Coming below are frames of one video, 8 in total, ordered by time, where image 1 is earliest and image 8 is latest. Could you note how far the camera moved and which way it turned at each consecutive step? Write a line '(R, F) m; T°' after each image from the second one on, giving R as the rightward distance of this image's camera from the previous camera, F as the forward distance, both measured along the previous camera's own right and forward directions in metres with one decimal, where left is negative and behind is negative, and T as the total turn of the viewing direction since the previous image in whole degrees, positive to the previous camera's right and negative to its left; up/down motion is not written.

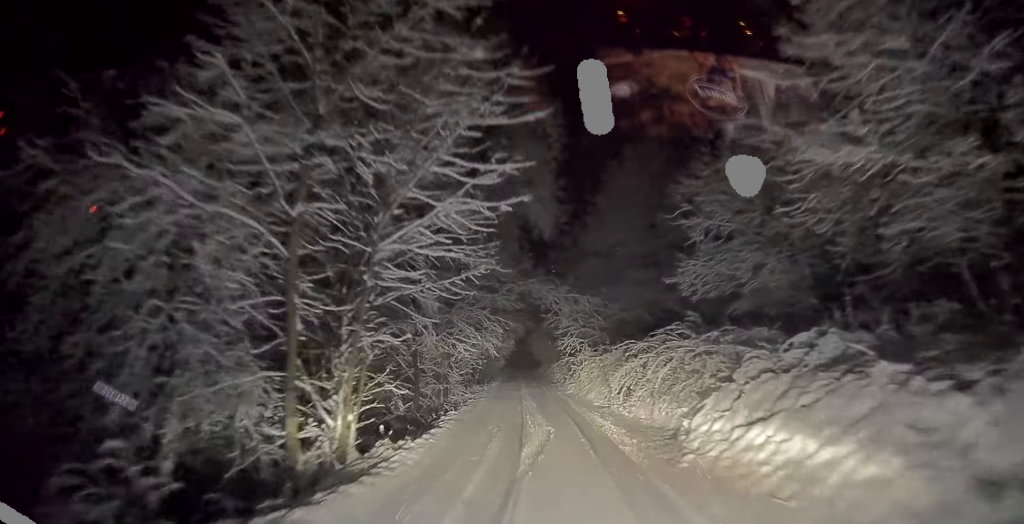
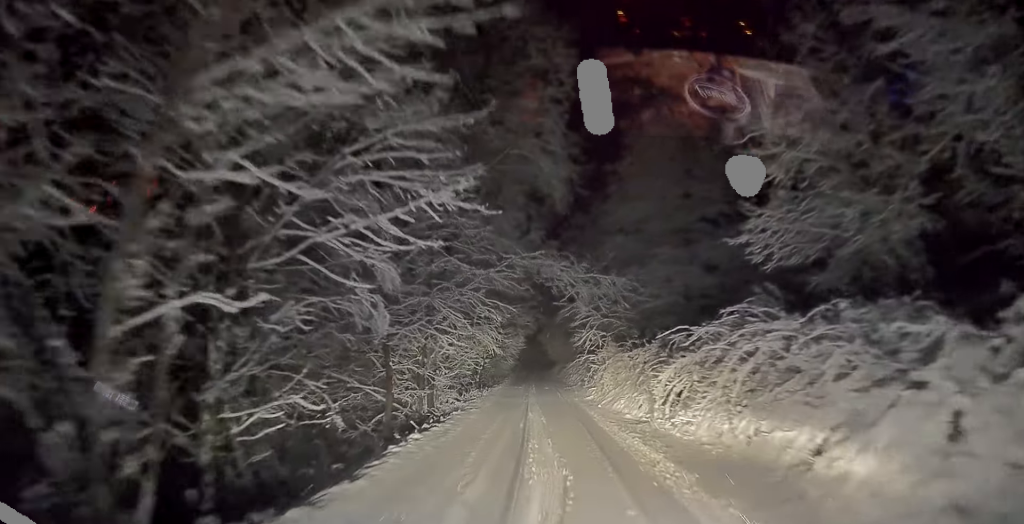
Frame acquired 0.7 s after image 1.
(0.0, +5.4) m; 0°
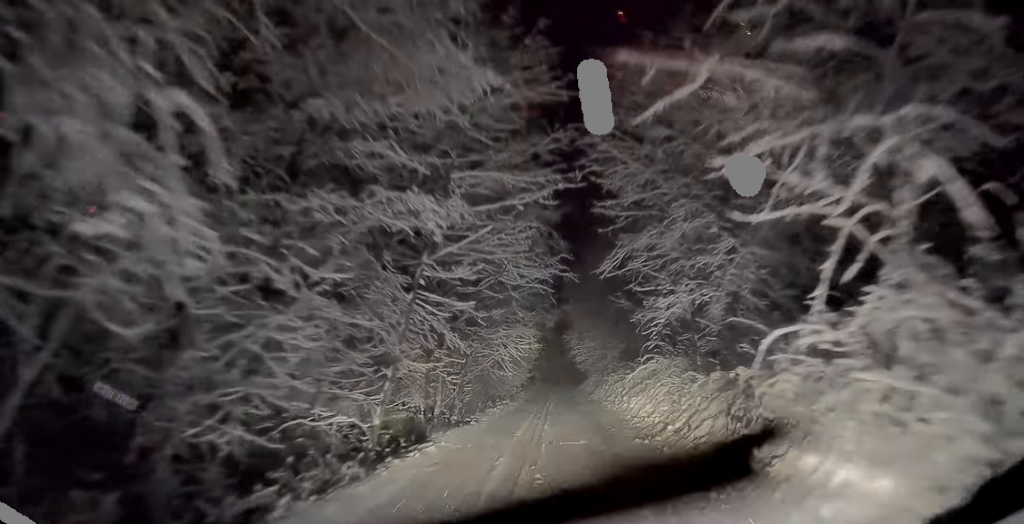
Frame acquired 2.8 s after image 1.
(+0.1, +18.1) m; +2°
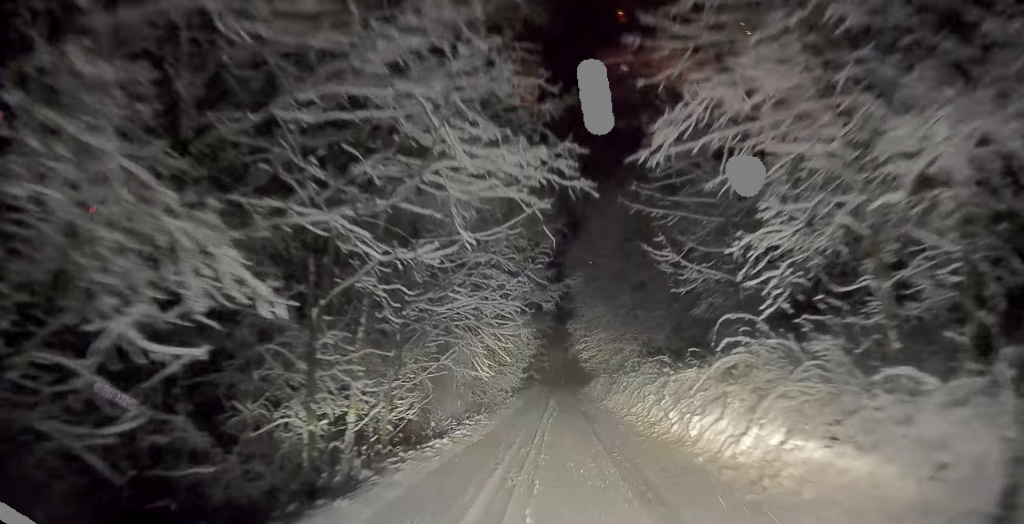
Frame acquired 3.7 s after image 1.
(+0.2, +7.7) m; 0°
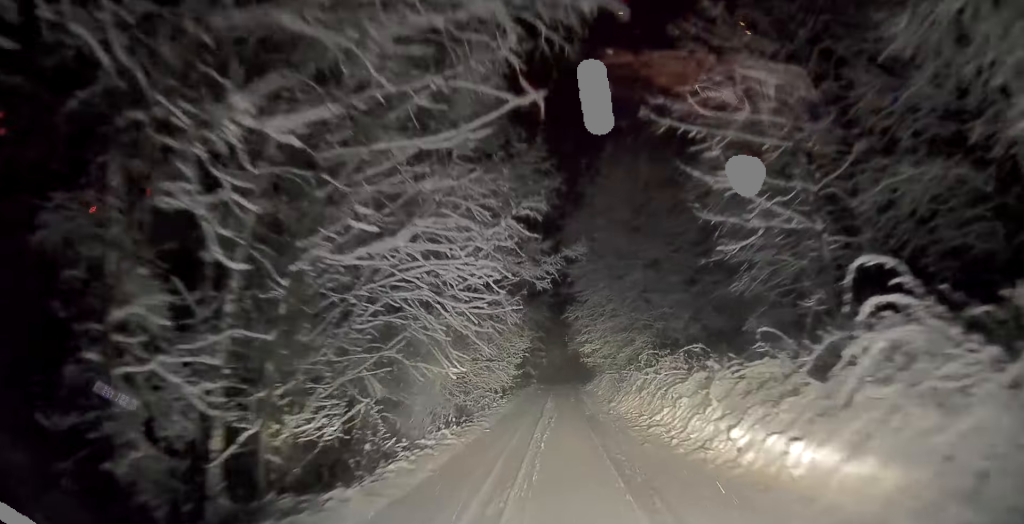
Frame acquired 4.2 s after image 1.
(0.0, +4.3) m; -2°
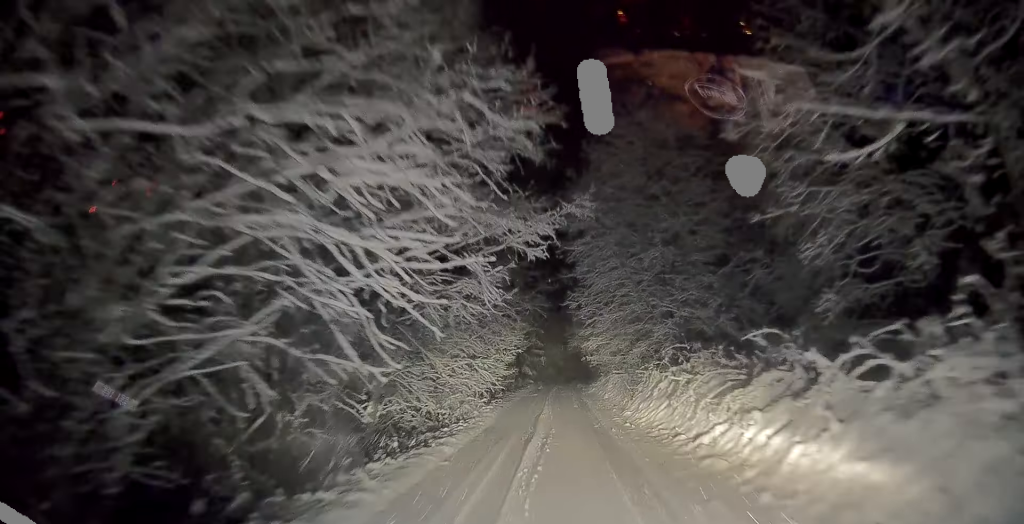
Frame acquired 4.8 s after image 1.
(0.0, +4.4) m; -3°
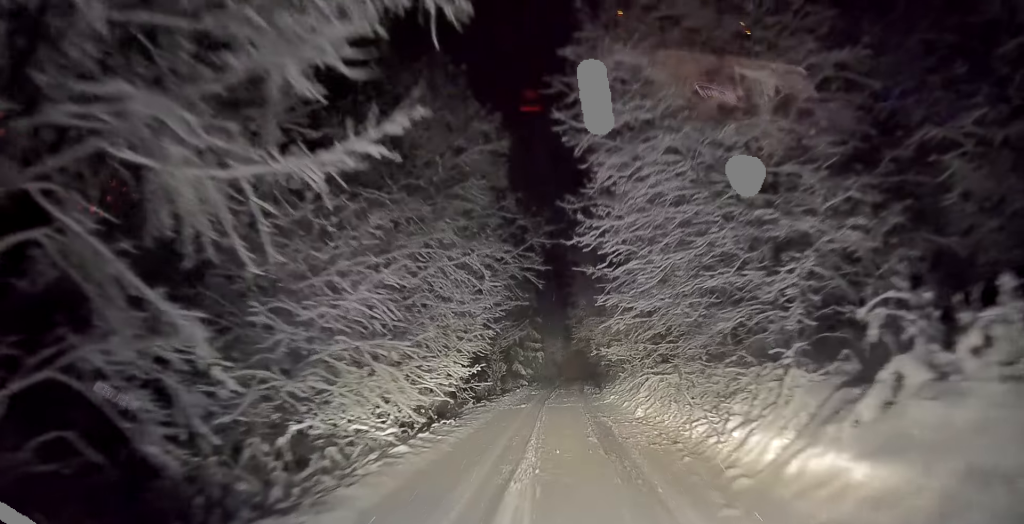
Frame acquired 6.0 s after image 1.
(-0.4, +9.5) m; -1°
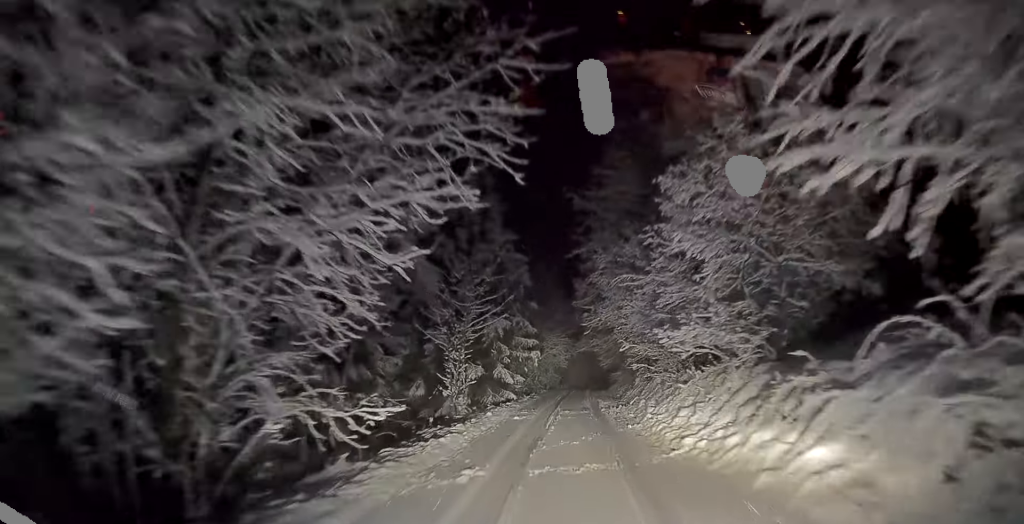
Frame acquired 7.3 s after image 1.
(+0.5, +11.0) m; +3°
